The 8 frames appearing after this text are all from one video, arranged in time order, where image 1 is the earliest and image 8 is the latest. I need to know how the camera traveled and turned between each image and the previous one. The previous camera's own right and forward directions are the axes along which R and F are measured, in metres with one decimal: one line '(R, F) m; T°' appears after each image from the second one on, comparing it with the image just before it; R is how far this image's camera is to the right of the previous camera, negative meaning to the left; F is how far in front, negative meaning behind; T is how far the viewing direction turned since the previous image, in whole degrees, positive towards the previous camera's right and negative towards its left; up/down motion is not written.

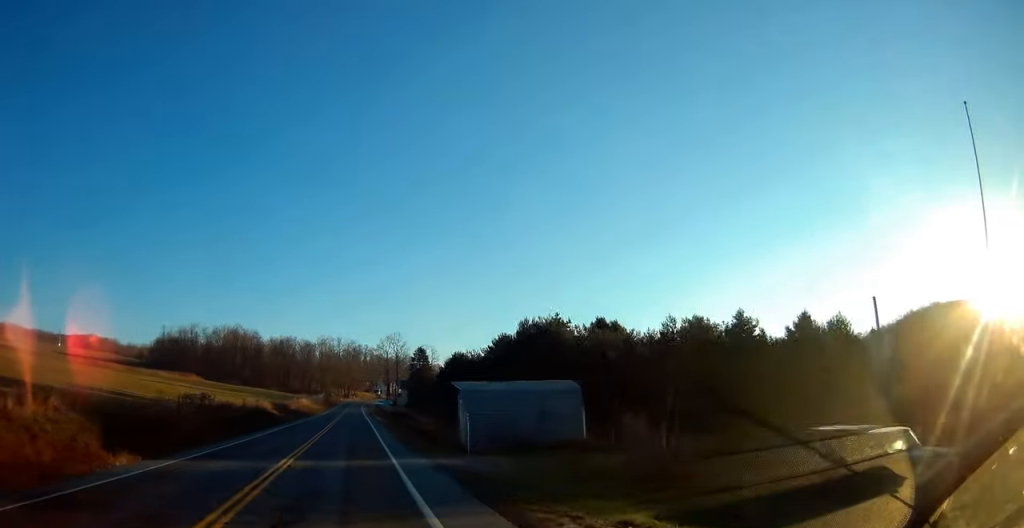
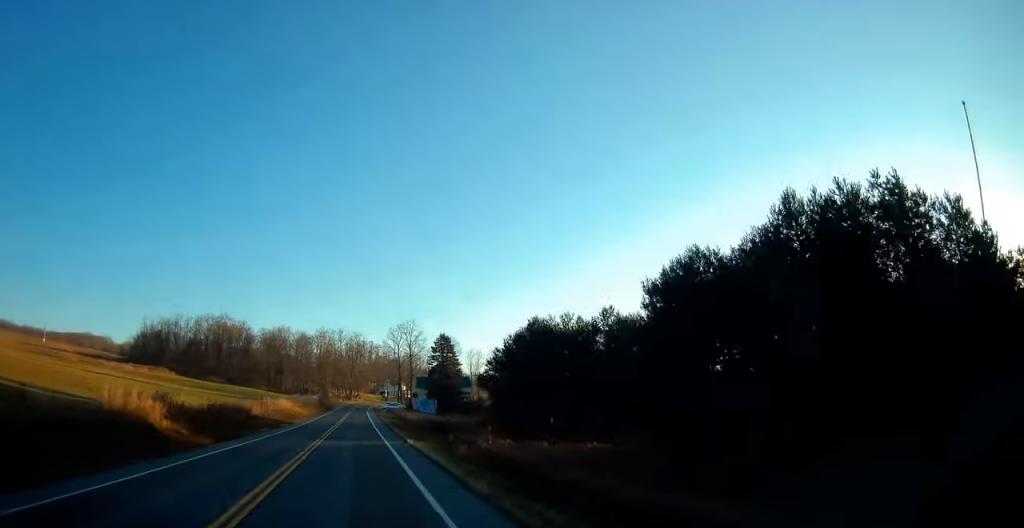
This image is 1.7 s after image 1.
(-0.1, +37.6) m; -1°
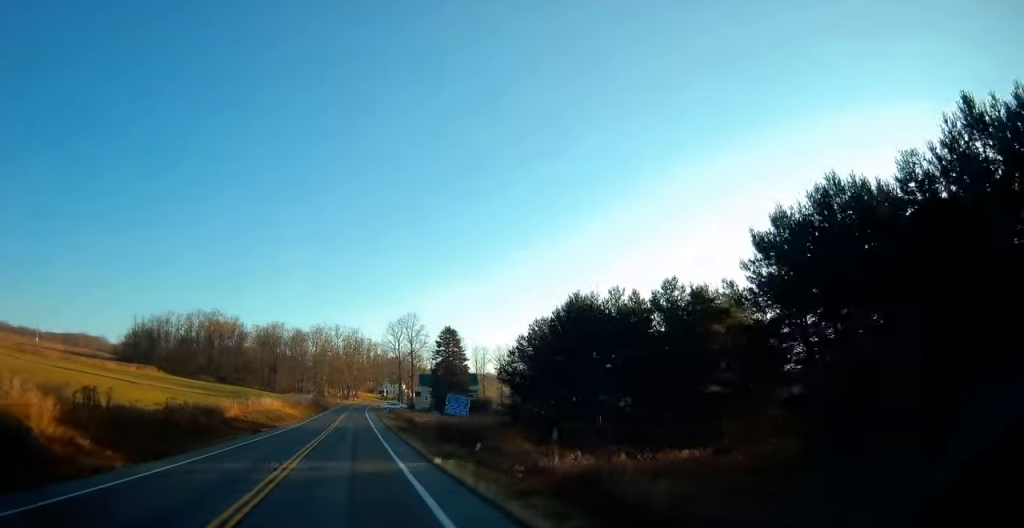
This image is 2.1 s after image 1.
(0.0, +10.5) m; 0°
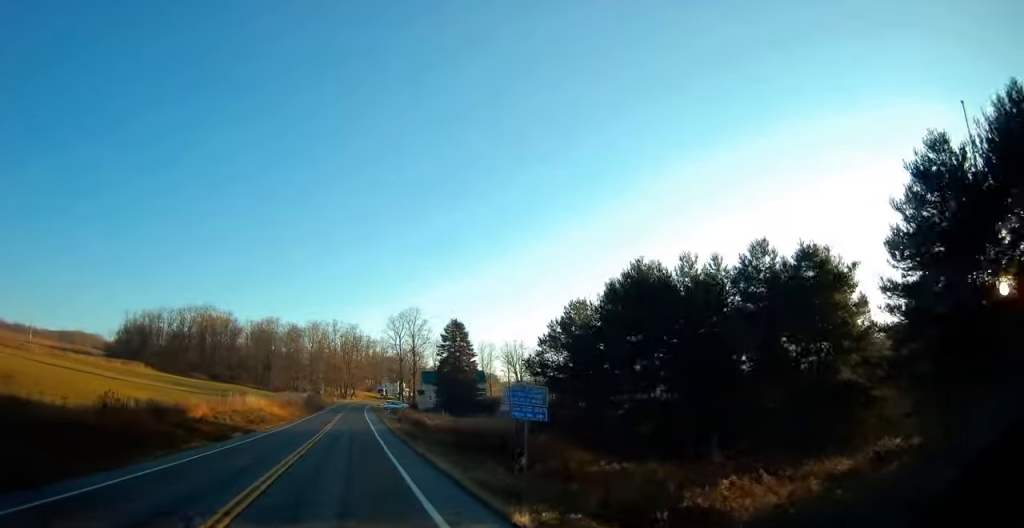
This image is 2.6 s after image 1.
(-0.1, +9.8) m; 0°
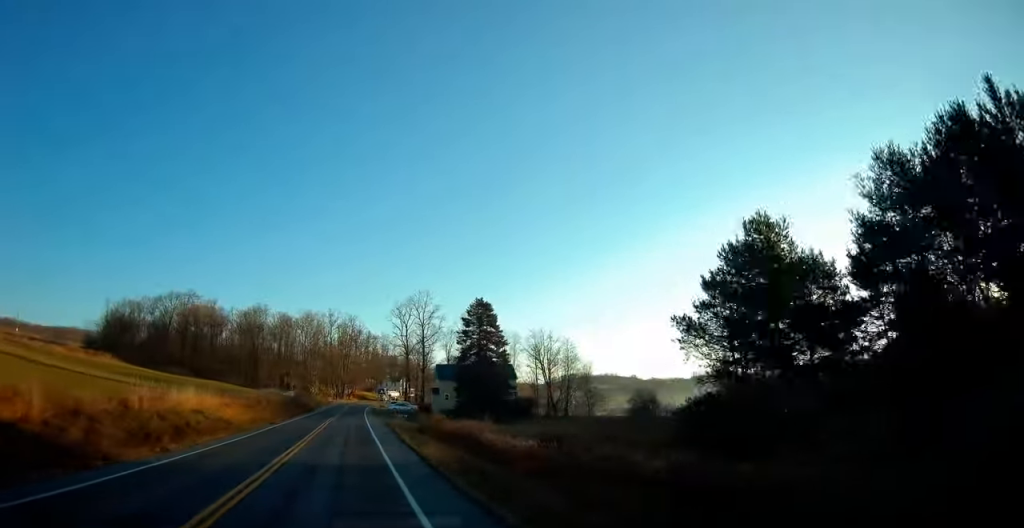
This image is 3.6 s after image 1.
(+0.3, +23.3) m; 0°
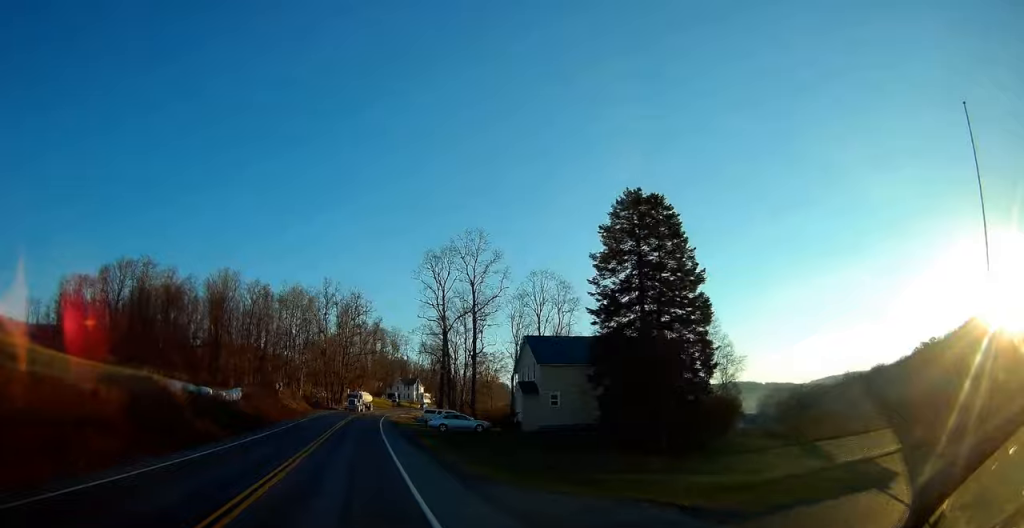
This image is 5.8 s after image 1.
(0.0, +49.2) m; 0°
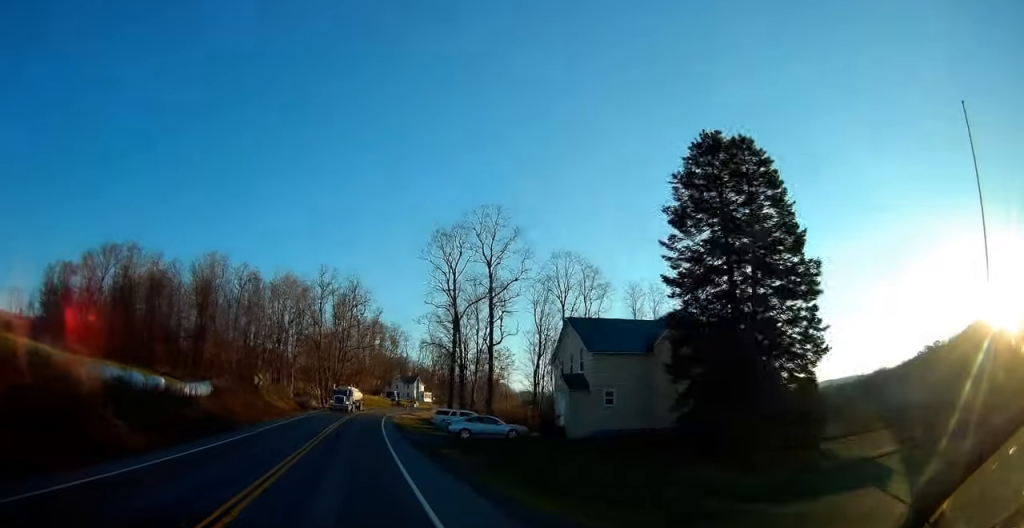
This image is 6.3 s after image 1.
(-0.2, +10.4) m; 0°
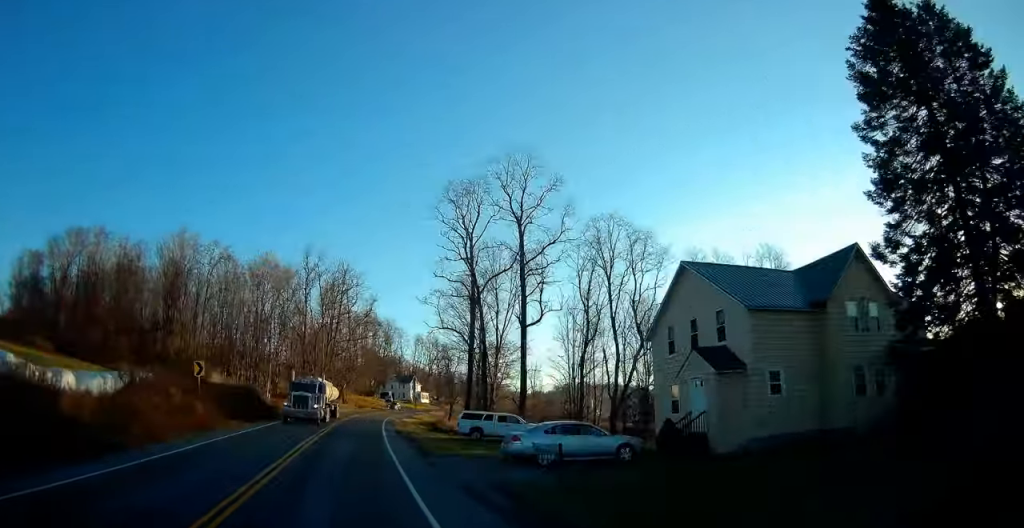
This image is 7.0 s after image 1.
(-0.1, +15.6) m; 0°
